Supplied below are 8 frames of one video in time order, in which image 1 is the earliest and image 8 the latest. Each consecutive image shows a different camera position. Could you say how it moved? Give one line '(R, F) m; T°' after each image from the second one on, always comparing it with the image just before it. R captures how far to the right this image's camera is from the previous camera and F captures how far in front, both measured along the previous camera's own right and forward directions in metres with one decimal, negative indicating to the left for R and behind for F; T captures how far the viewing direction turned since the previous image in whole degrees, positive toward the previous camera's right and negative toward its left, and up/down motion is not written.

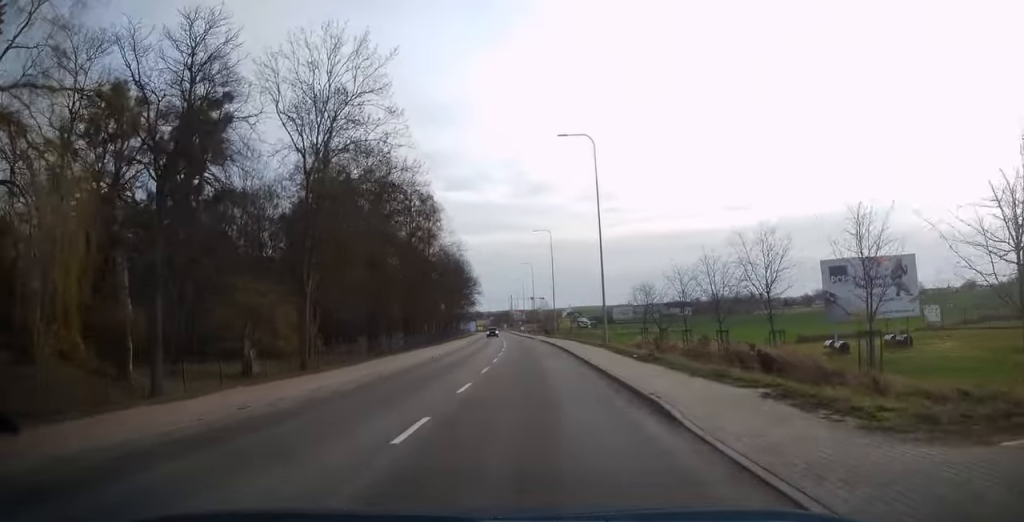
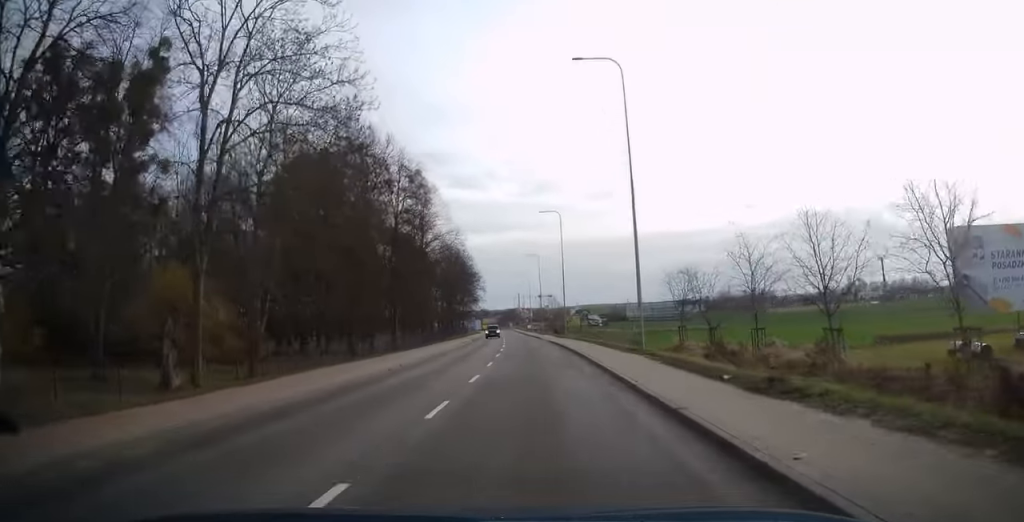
(+0.2, +10.1) m; 0°
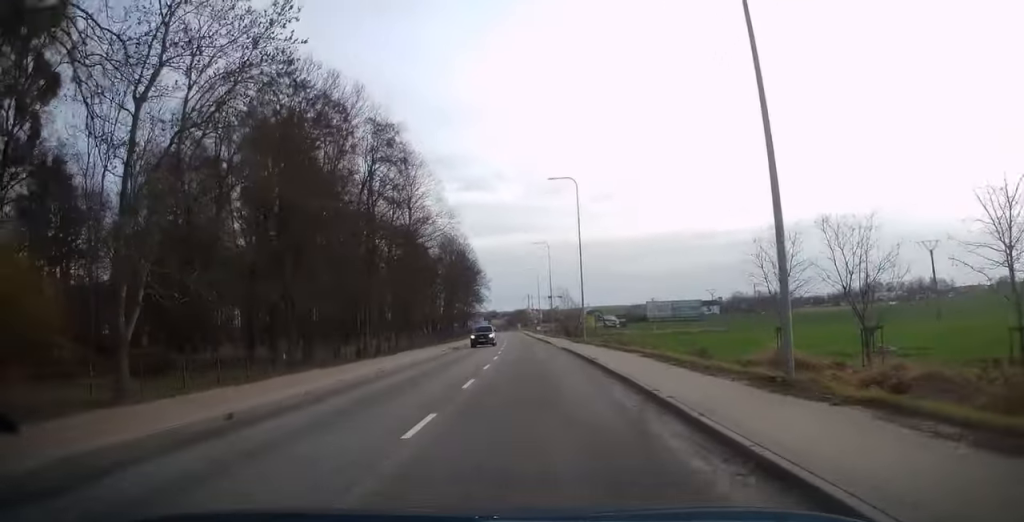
(-0.3, +13.7) m; -2°
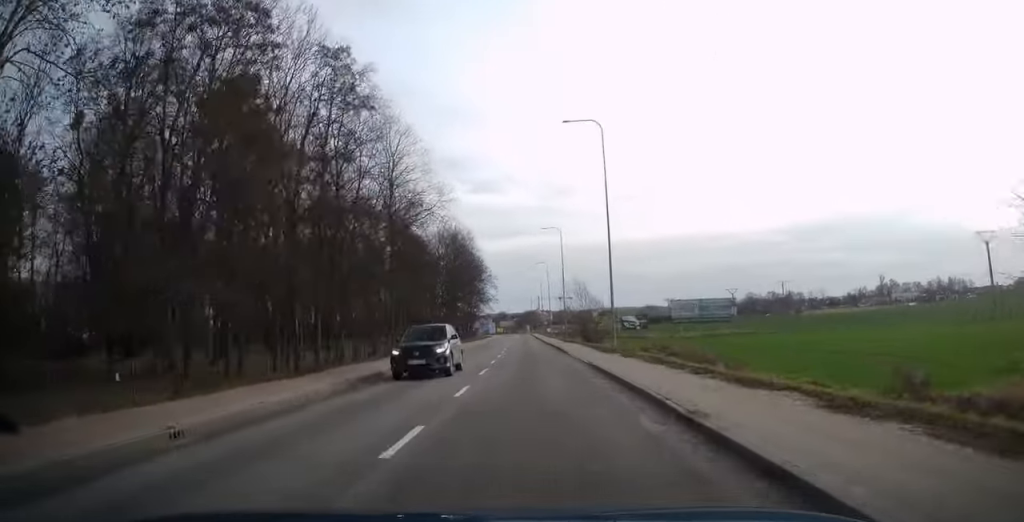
(-0.3, +13.1) m; -1°
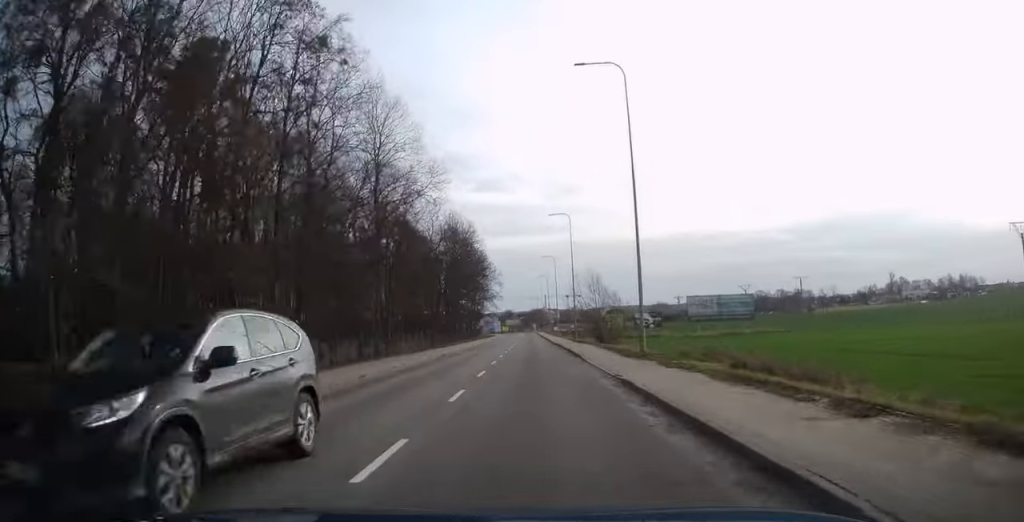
(-0.1, +7.1) m; -1°
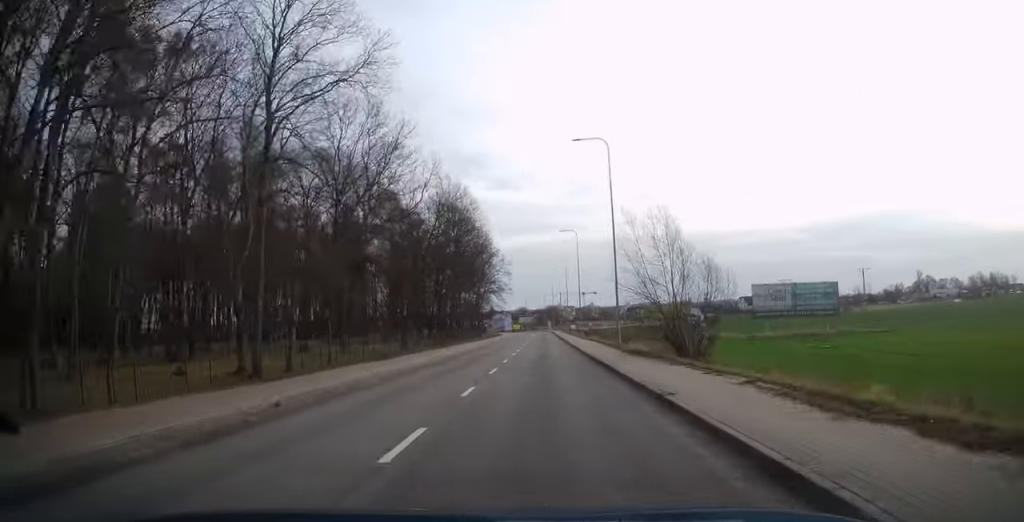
(0.0, +23.2) m; -1°
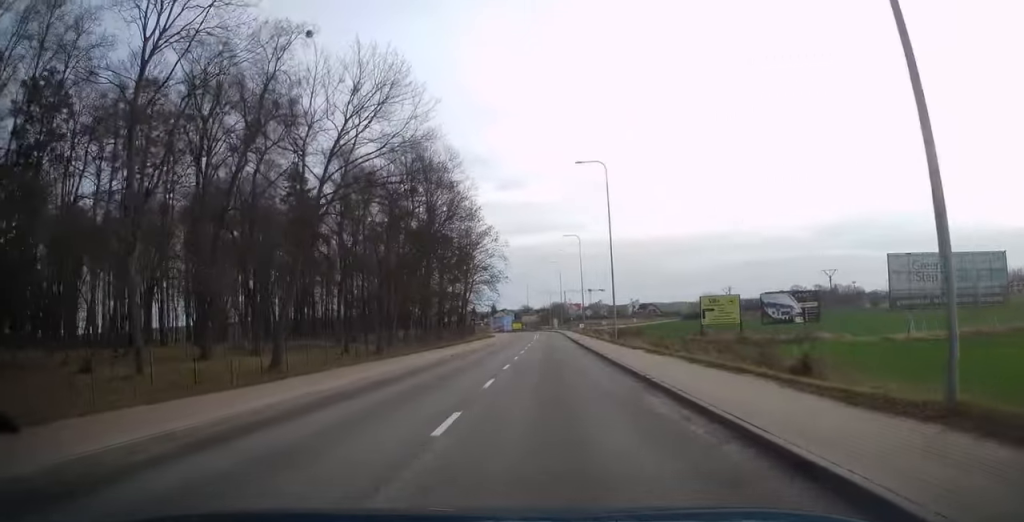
(-0.8, +28.3) m; -2°
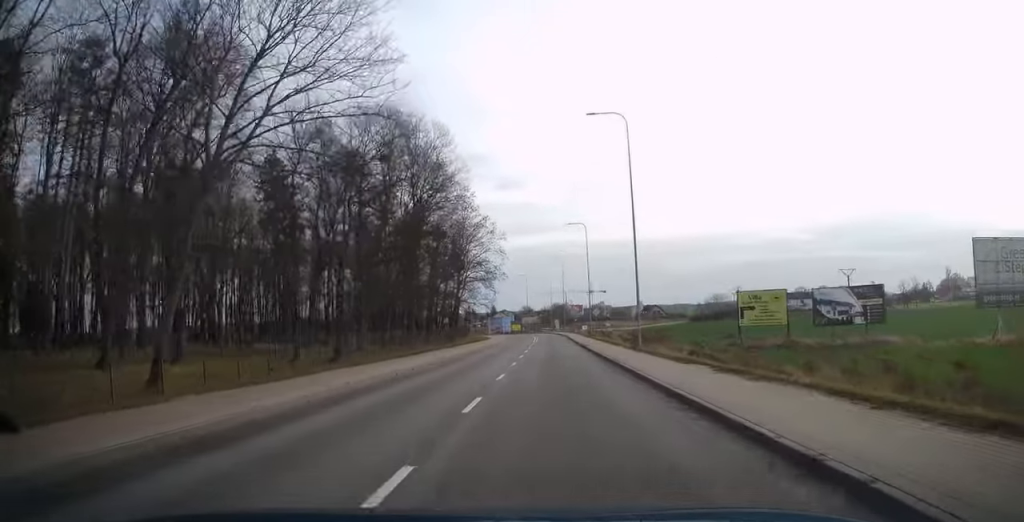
(-0.1, +9.8) m; +1°
